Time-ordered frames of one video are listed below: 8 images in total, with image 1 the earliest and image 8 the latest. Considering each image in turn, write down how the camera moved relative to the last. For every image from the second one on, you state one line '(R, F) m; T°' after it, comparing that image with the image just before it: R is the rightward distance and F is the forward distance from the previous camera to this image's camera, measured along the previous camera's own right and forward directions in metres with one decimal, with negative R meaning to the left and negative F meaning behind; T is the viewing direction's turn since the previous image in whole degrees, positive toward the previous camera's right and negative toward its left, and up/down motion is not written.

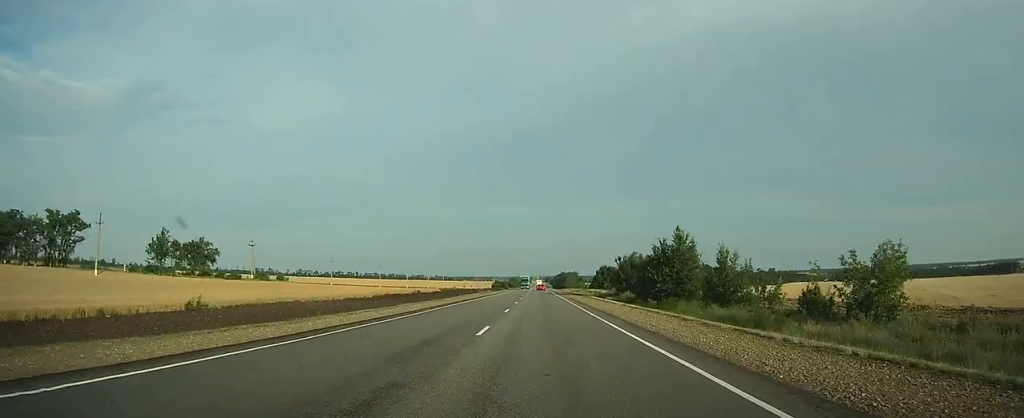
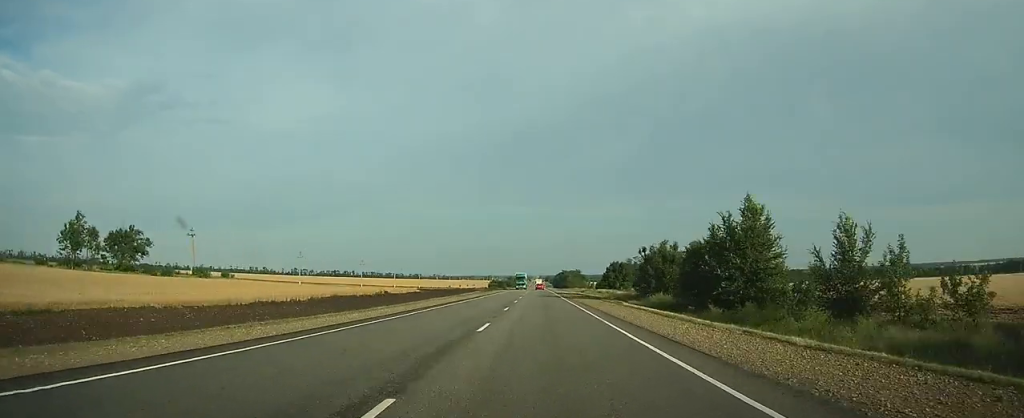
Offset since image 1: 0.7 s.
(0.0, +23.3) m; 0°
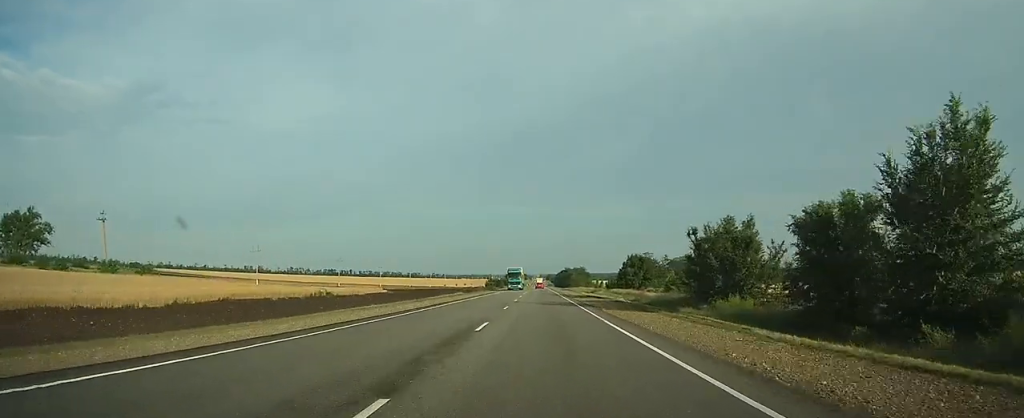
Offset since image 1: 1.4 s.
(0.0, +24.2) m; 0°
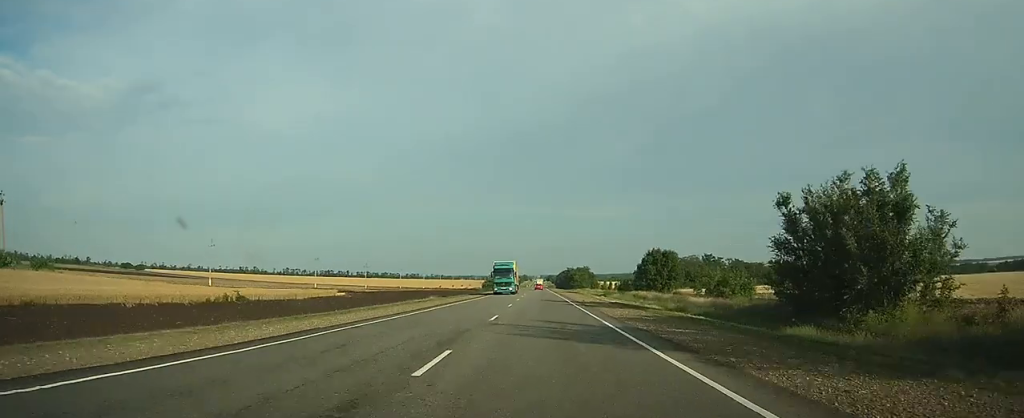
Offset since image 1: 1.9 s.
(0.0, +19.5) m; 0°
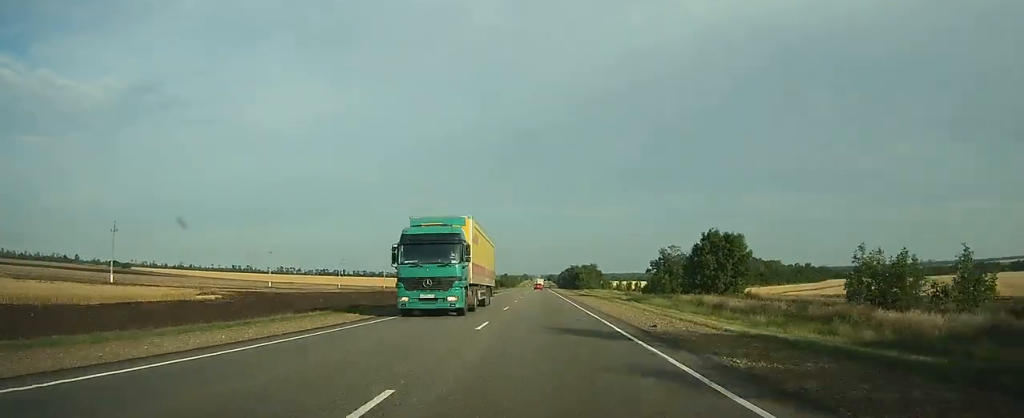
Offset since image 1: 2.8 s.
(0.0, +28.4) m; 0°
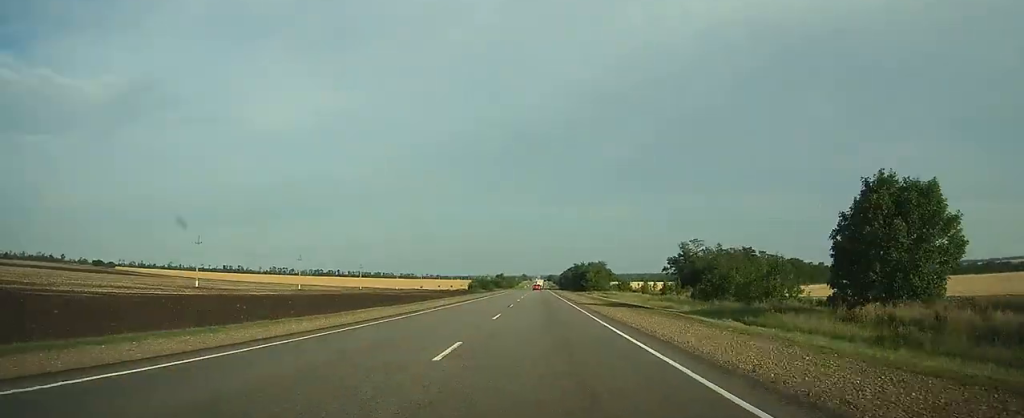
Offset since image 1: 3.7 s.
(-0.1, +30.3) m; 0°
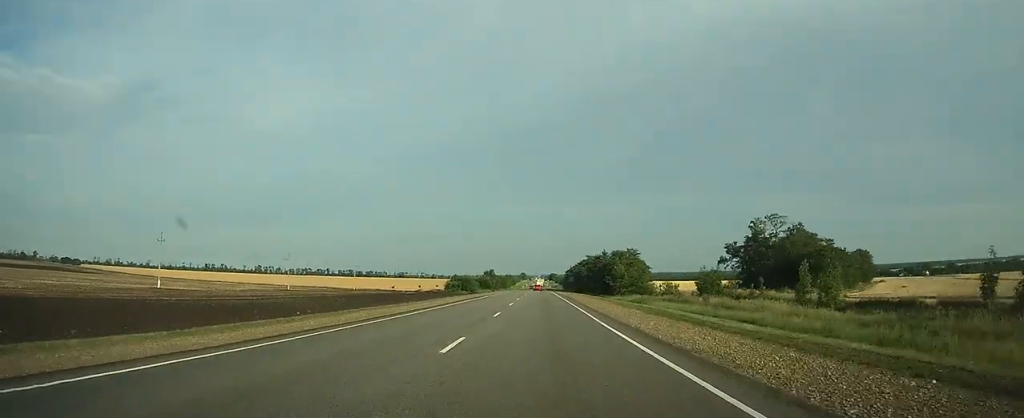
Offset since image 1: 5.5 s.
(0.0, +59.4) m; 0°
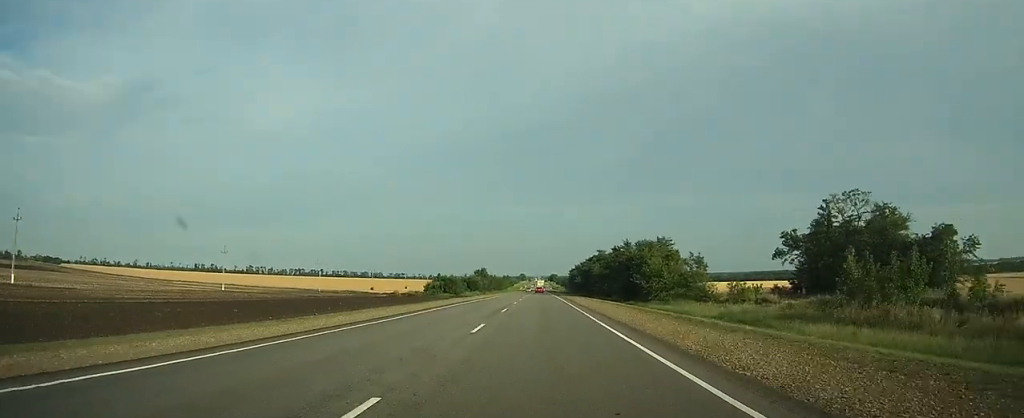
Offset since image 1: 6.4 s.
(0.0, +31.4) m; 0°
